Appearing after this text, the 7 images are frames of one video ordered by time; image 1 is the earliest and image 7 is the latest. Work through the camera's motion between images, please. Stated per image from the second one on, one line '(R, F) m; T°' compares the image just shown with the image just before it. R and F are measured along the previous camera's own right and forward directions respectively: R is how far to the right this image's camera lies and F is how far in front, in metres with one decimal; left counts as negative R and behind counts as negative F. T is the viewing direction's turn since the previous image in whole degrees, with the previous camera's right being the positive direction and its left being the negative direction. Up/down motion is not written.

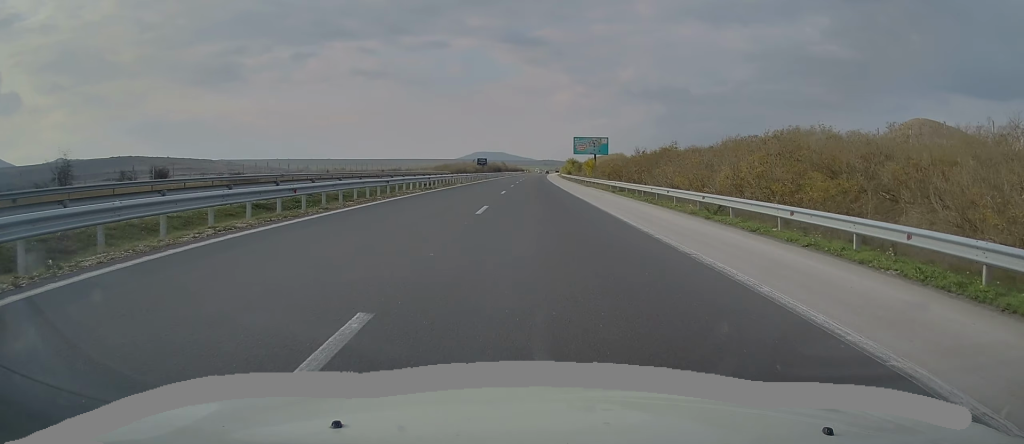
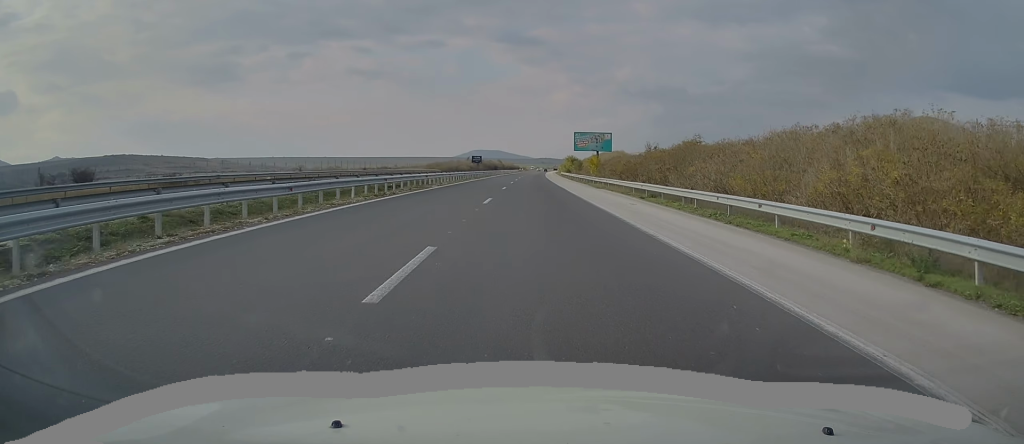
(+0.3, +12.0) m; 0°
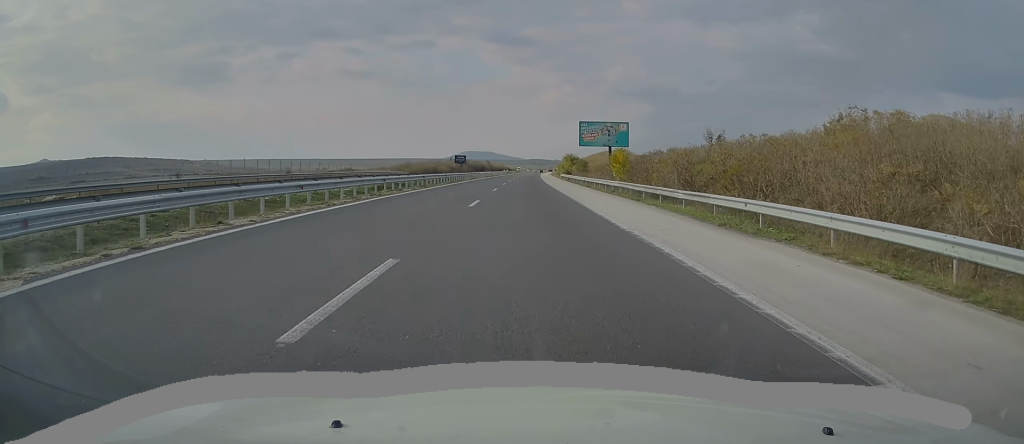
(0.0, +33.8) m; +1°
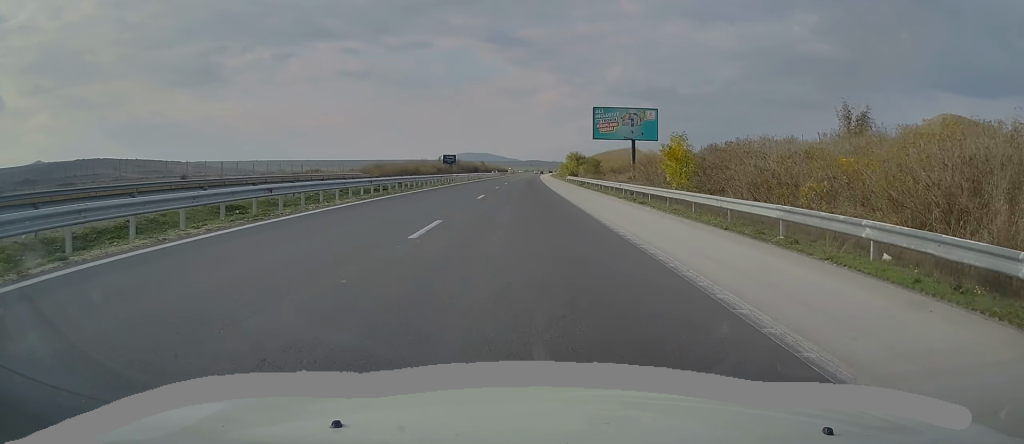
(+0.3, +25.9) m; 0°
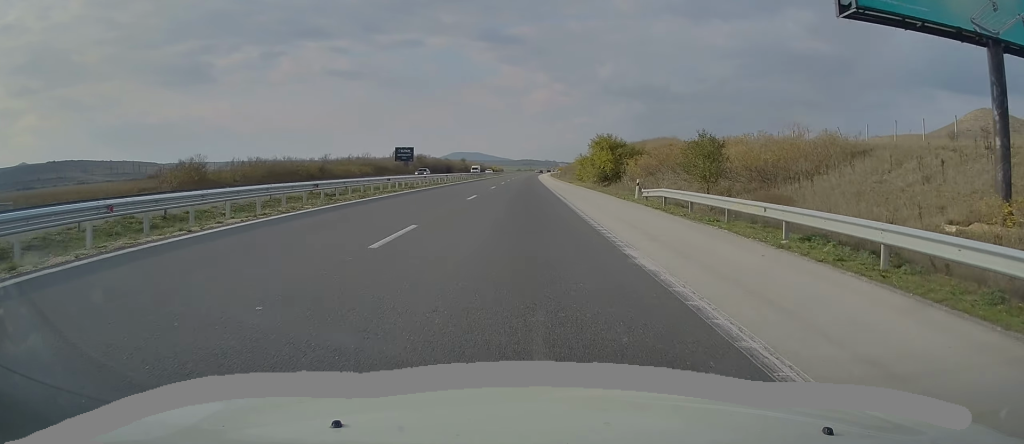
(0.0, +66.6) m; +1°
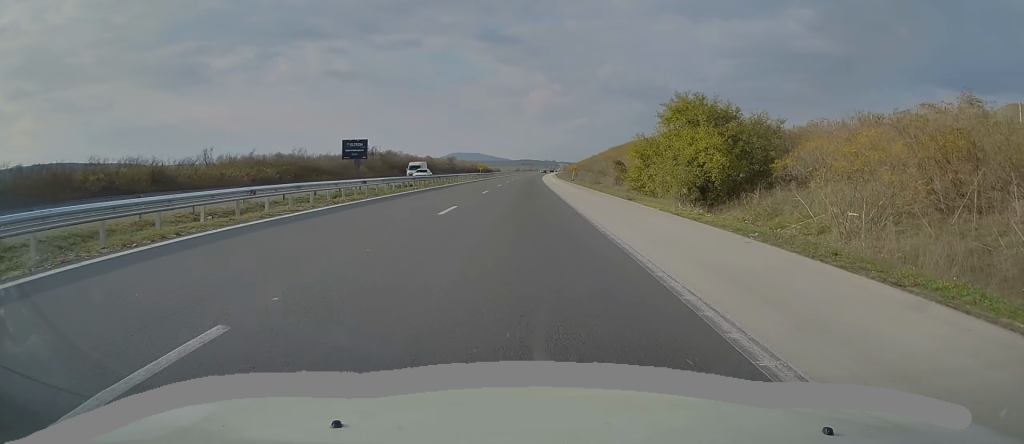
(+0.3, +41.5) m; 0°
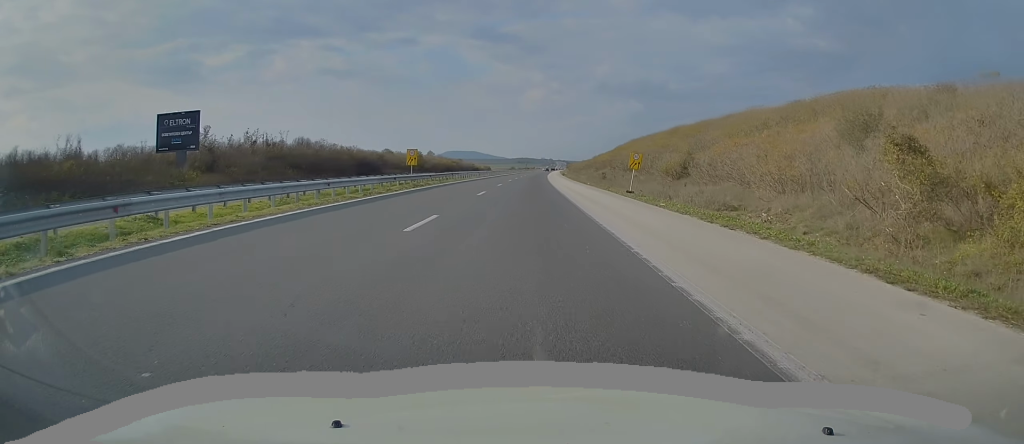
(0.0, +54.0) m; 0°
